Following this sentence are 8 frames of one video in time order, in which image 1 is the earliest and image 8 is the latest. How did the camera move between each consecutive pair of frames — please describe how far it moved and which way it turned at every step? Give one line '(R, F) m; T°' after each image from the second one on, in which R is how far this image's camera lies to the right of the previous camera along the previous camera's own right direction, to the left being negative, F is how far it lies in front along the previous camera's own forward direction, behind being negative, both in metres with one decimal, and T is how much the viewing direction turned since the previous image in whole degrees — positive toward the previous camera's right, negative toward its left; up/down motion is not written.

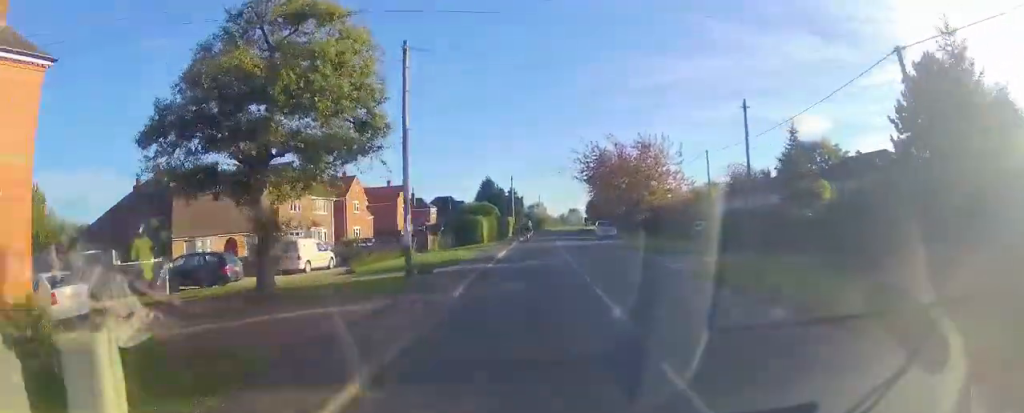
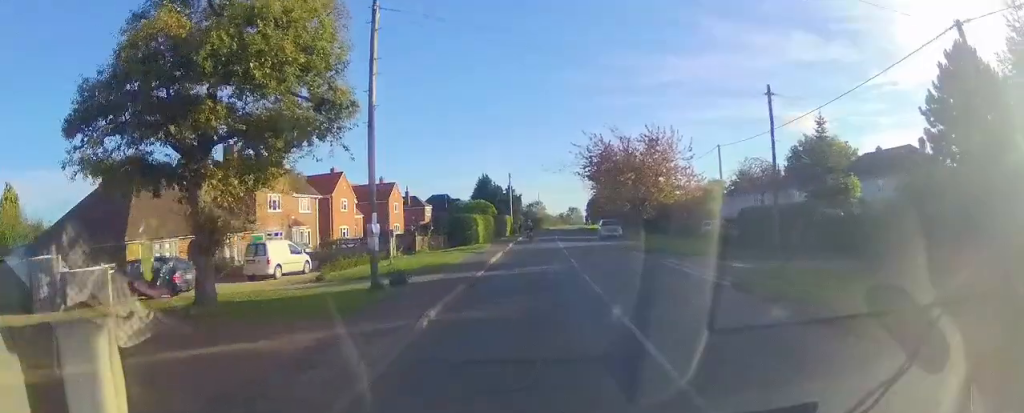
(+0.2, +3.6) m; +1°
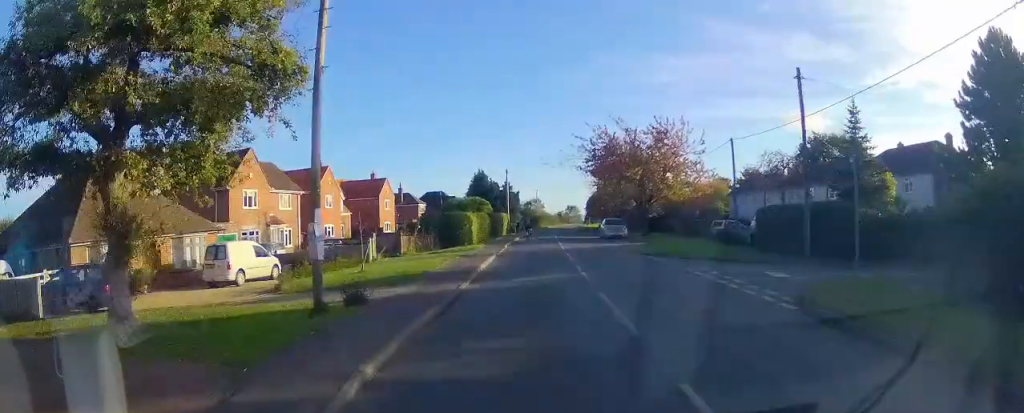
(-0.1, +3.5) m; -1°
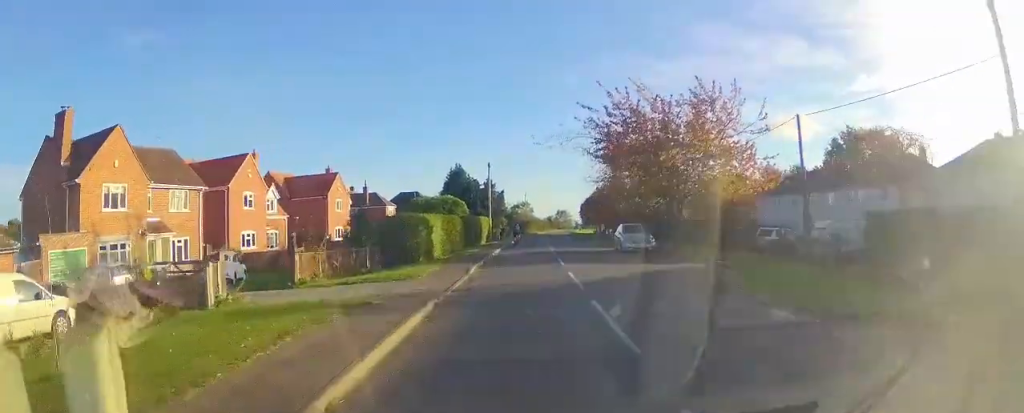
(-0.3, +13.1) m; 0°
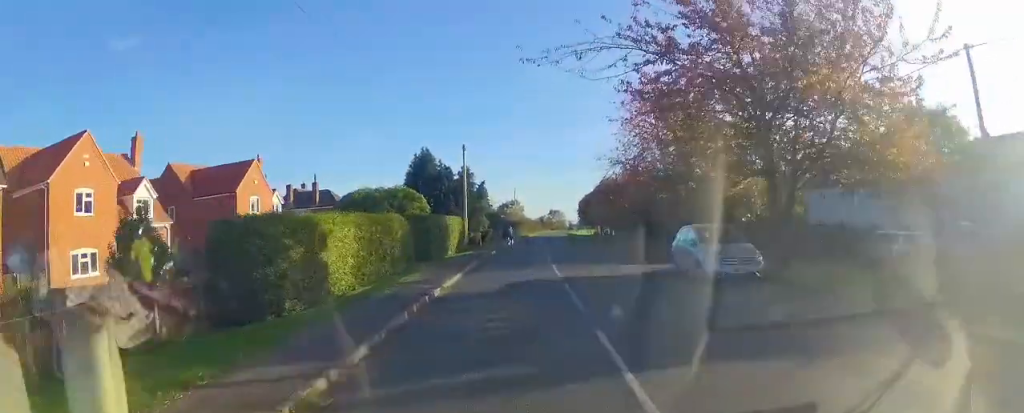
(+0.5, +14.5) m; 0°
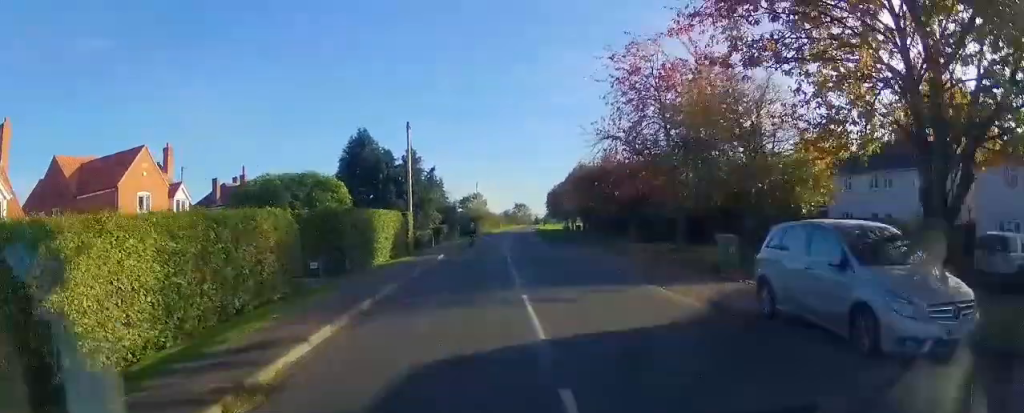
(-0.2, +8.9) m; +4°
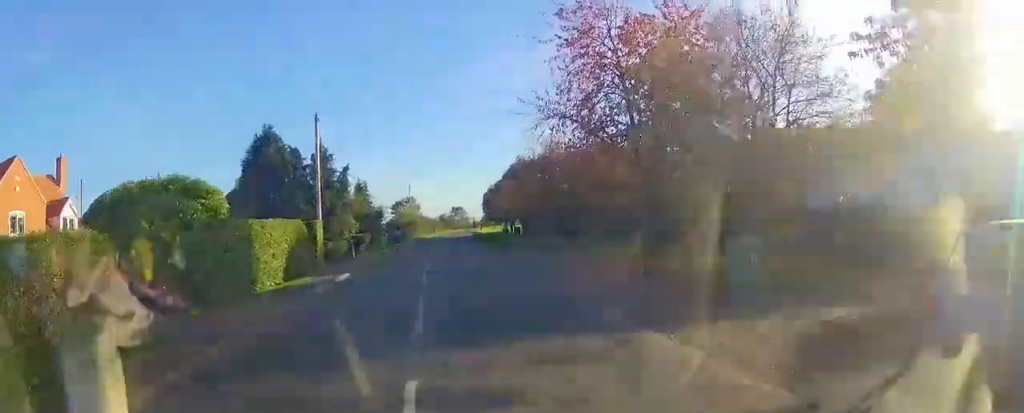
(+0.5, +6.0) m; +6°
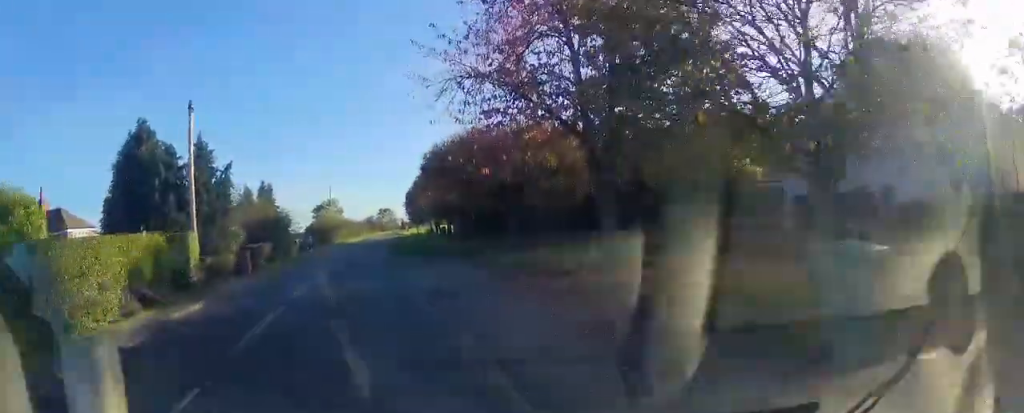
(+0.2, +6.3) m; +4°
